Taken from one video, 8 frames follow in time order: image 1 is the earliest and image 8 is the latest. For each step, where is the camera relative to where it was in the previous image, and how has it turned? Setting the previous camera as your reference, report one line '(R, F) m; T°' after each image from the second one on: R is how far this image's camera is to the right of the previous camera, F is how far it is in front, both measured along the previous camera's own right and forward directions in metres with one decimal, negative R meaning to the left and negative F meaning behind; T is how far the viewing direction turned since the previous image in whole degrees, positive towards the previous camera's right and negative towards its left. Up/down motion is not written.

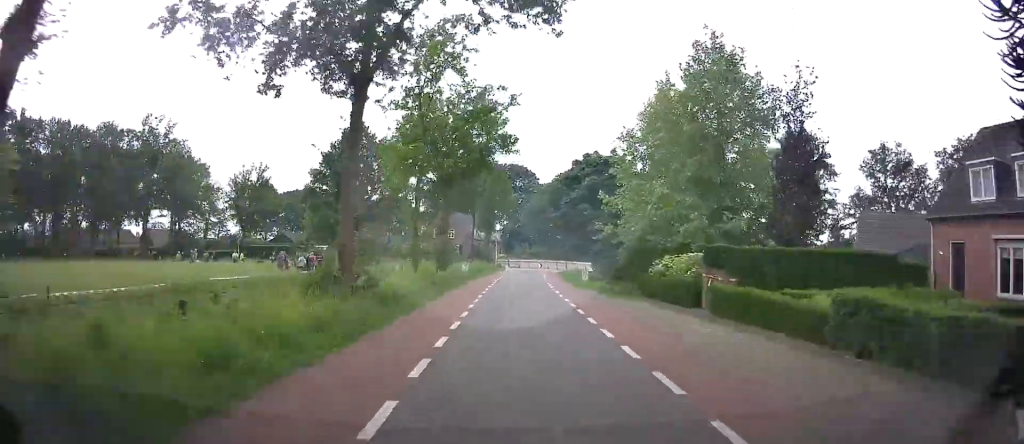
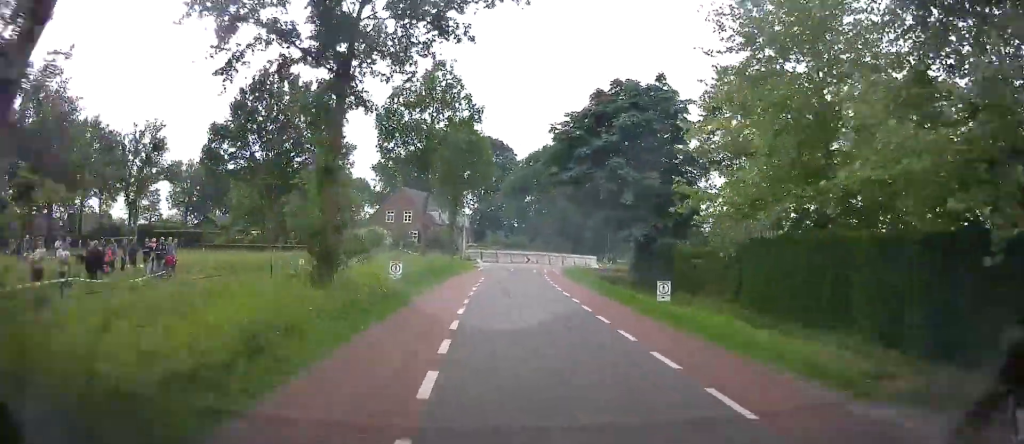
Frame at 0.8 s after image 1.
(-0.2, +14.5) m; +2°
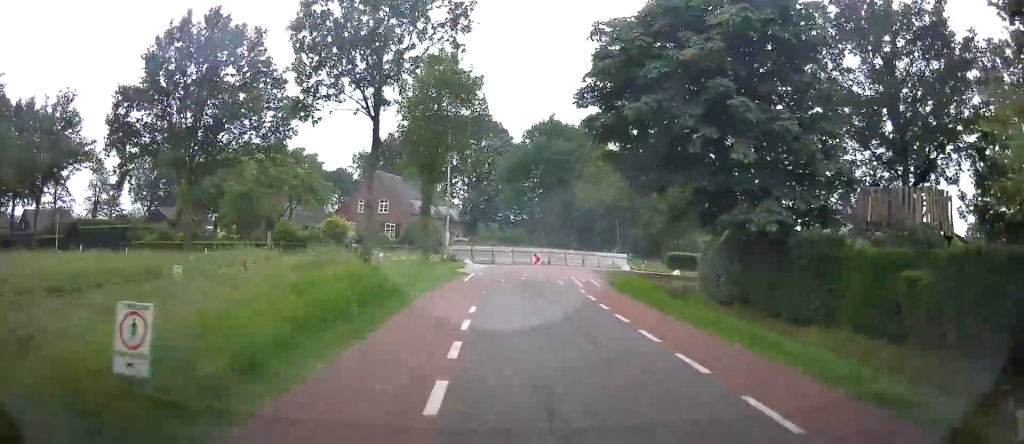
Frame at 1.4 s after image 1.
(-0.3, +8.3) m; +7°
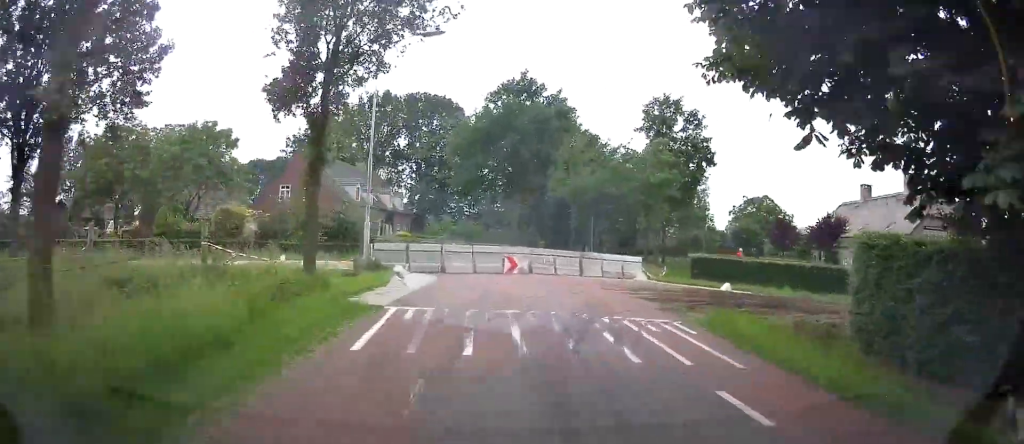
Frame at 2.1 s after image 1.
(+1.3, +8.9) m; +19°
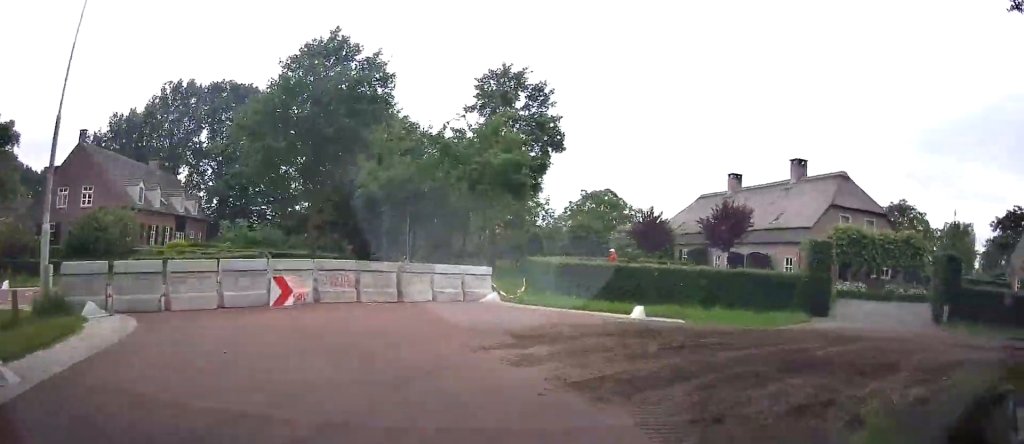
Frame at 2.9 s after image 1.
(+1.4, +7.6) m; +29°
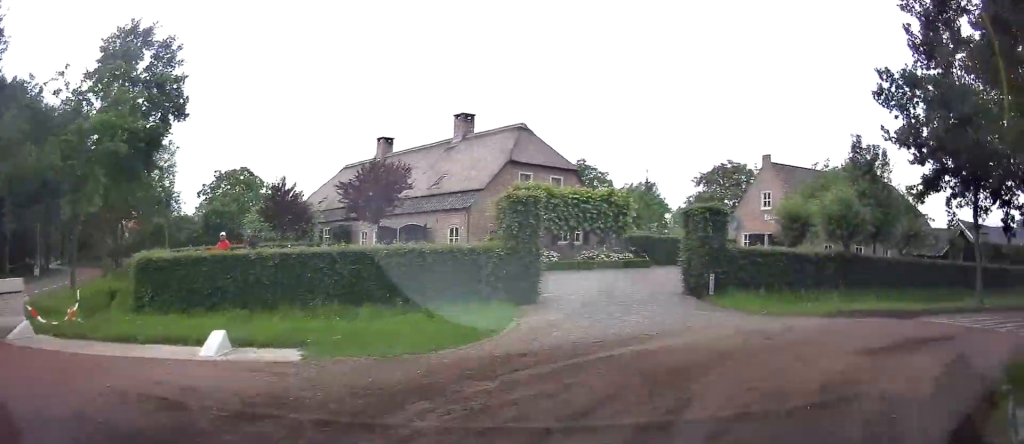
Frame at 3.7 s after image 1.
(+1.7, +6.6) m; +39°
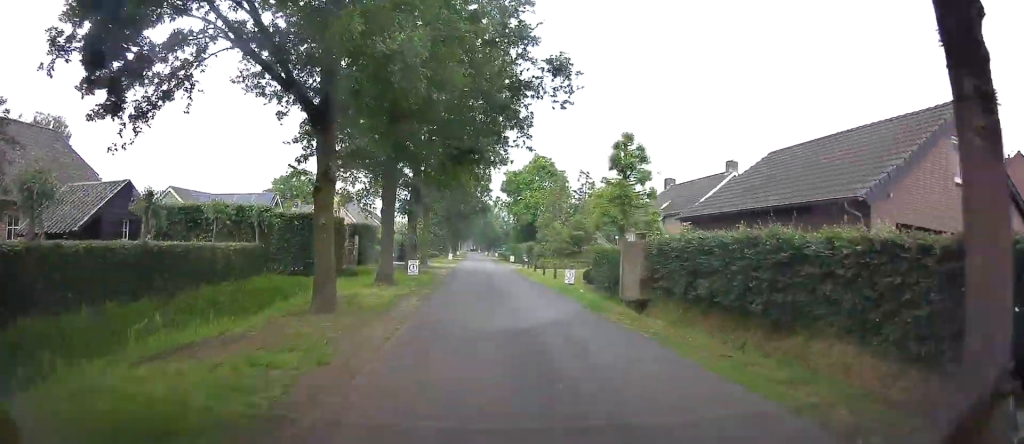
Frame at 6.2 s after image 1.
(+10.7, +18.1) m; +32°
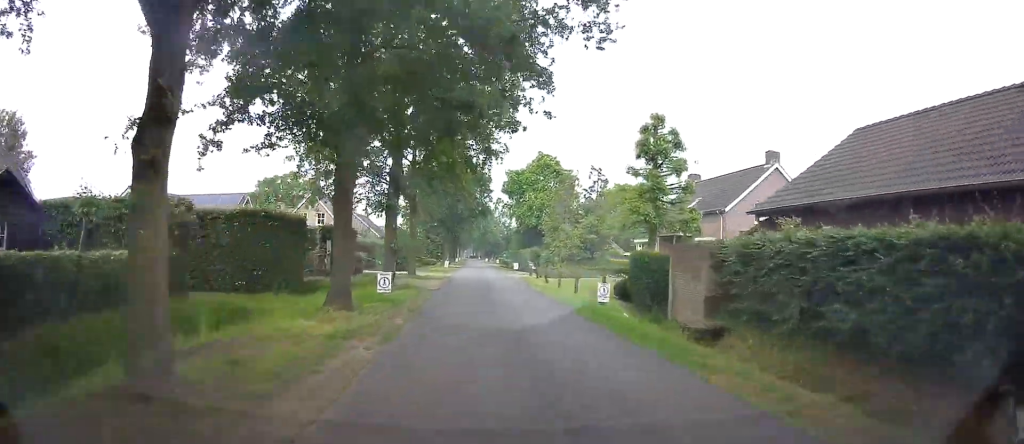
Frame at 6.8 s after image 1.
(0.0, +7.1) m; 0°
